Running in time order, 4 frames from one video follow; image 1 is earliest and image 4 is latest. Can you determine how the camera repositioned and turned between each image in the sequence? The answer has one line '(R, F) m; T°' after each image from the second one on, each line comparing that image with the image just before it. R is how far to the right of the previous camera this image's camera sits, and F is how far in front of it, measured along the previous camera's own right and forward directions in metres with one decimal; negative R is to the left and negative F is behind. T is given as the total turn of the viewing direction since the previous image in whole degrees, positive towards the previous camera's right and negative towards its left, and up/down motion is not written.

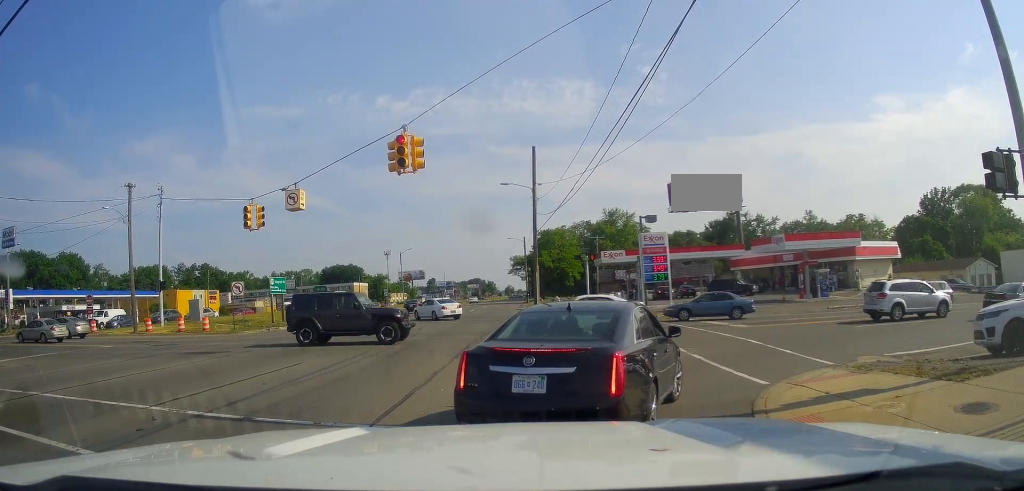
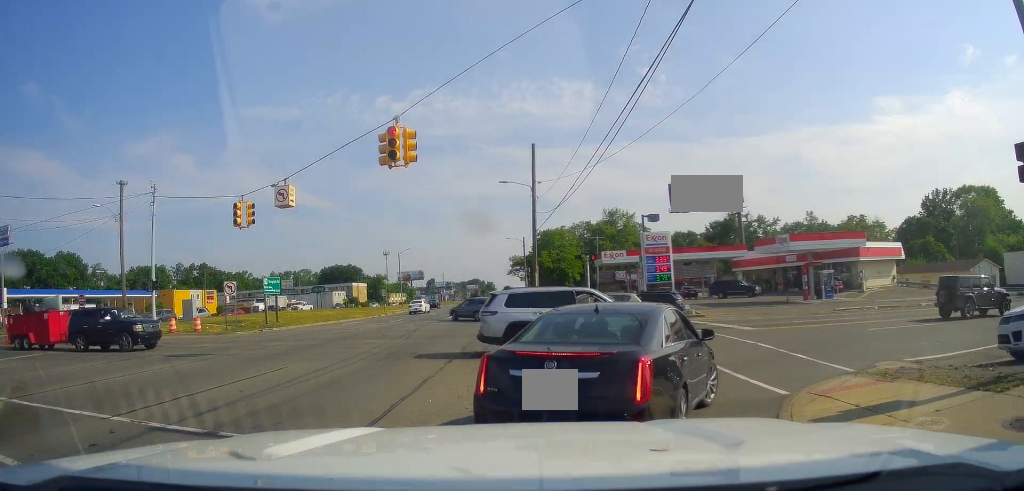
(0.0, +1.0) m; 0°
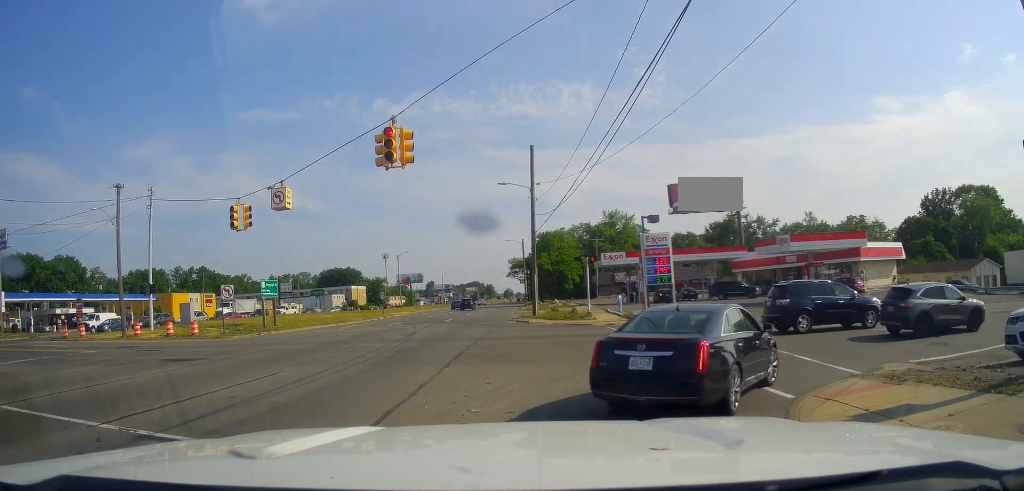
(0.0, +1.4) m; 0°
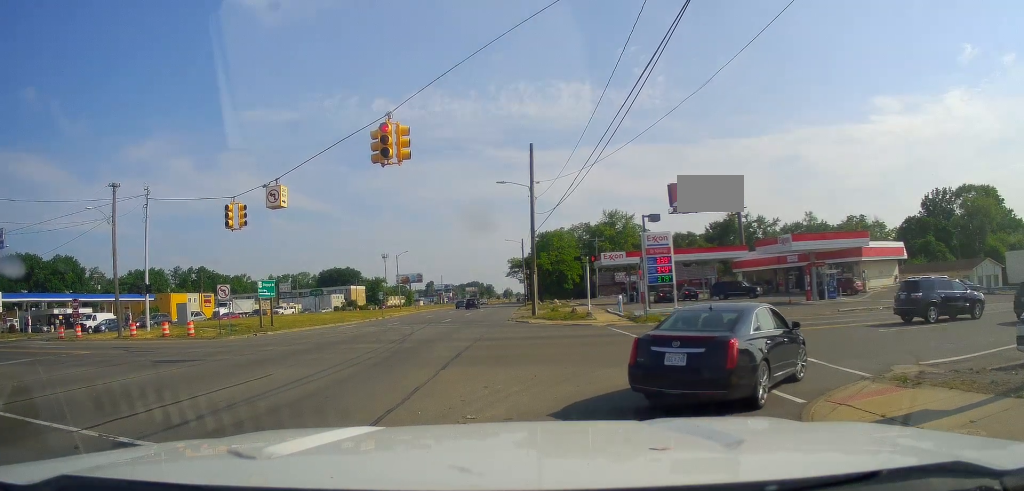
(0.0, 0.0) m; 0°
